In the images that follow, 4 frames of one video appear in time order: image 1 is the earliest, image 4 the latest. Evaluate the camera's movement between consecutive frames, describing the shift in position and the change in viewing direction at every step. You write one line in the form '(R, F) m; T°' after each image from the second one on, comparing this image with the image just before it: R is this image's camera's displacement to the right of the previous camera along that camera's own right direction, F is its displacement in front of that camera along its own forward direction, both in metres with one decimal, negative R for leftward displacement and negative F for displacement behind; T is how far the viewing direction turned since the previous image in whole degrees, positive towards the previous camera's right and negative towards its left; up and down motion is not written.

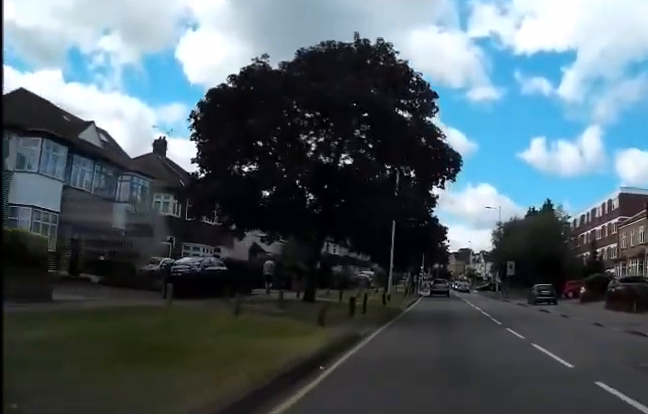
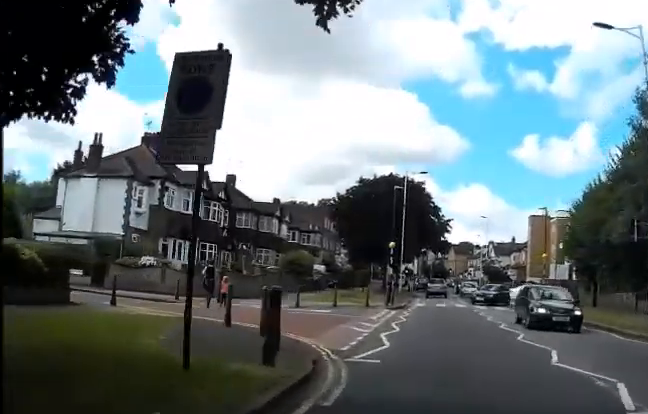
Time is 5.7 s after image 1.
(-0.3, +54.9) m; -2°
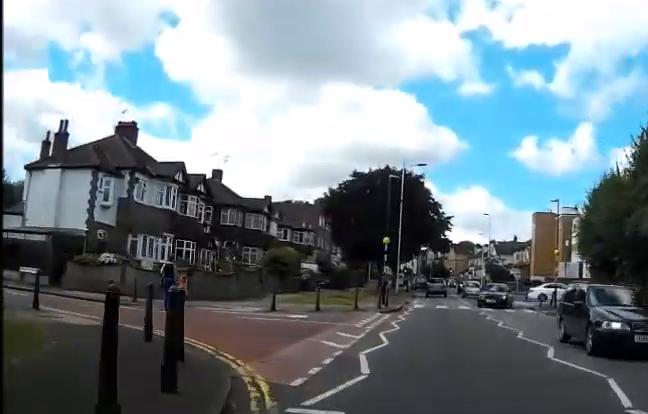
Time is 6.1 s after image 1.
(-0.1, +4.1) m; 0°
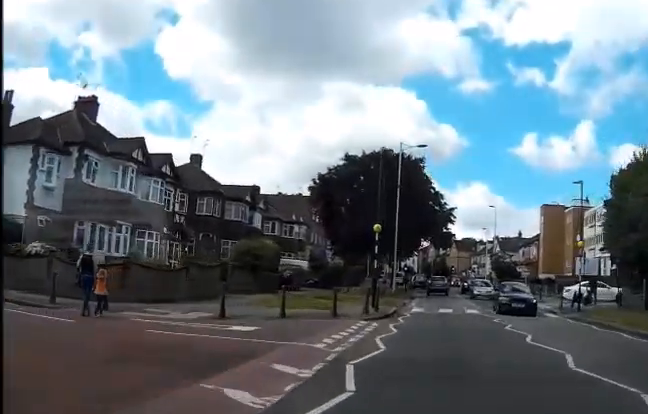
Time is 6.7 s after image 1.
(0.0, +5.7) m; +1°
